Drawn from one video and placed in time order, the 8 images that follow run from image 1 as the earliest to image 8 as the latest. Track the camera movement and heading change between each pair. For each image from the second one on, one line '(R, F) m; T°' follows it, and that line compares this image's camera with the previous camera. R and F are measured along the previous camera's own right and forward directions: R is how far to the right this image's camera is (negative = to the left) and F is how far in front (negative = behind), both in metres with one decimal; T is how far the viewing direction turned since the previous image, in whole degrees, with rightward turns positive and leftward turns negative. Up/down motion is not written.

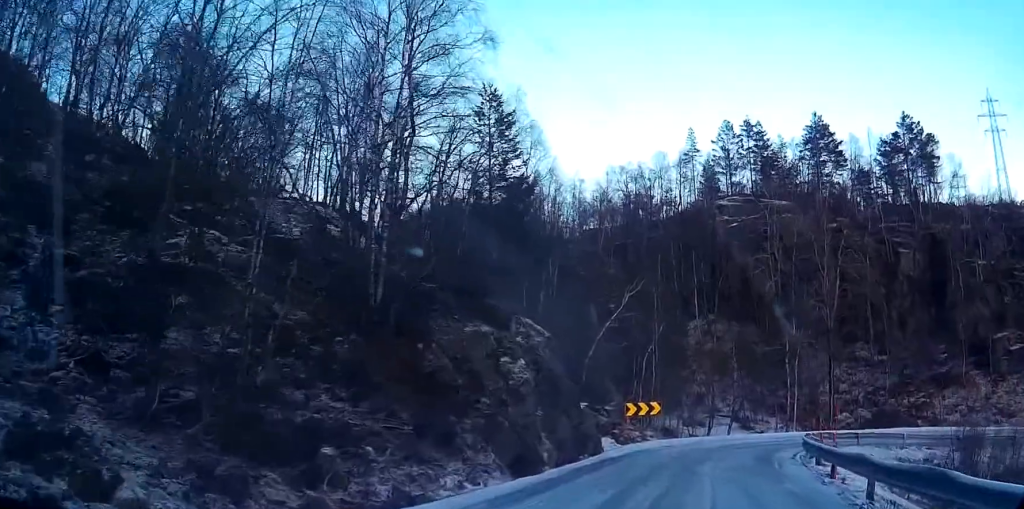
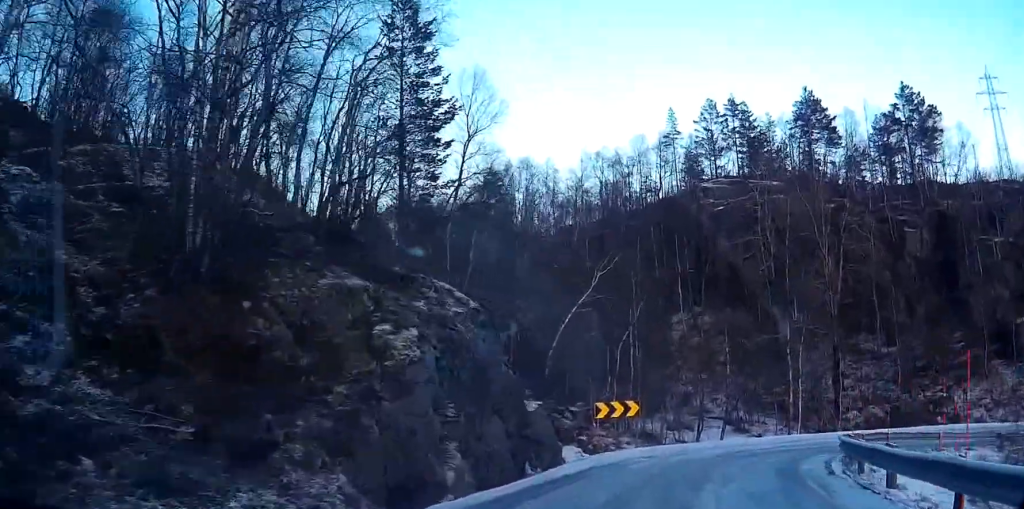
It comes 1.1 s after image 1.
(0.0, +8.0) m; +1°
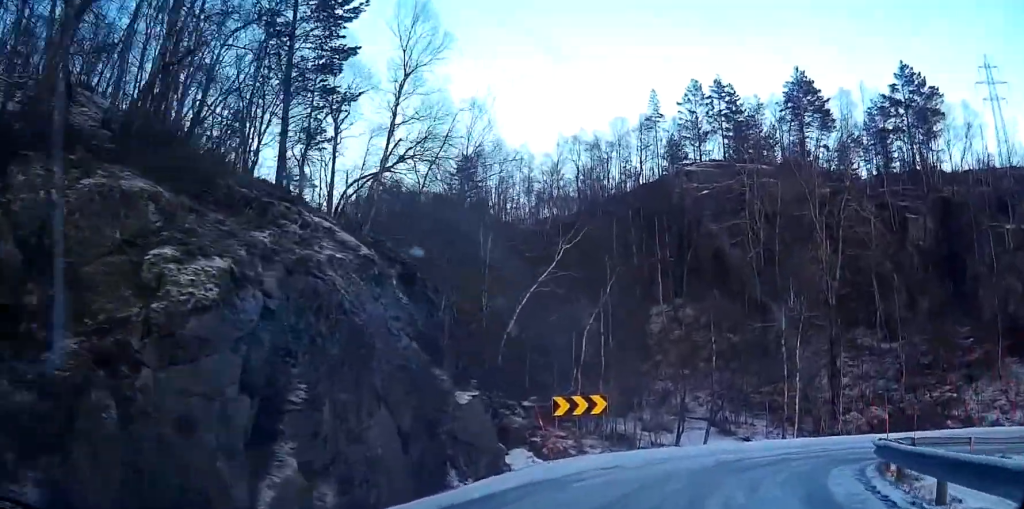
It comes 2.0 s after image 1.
(0.0, +6.1) m; +4°
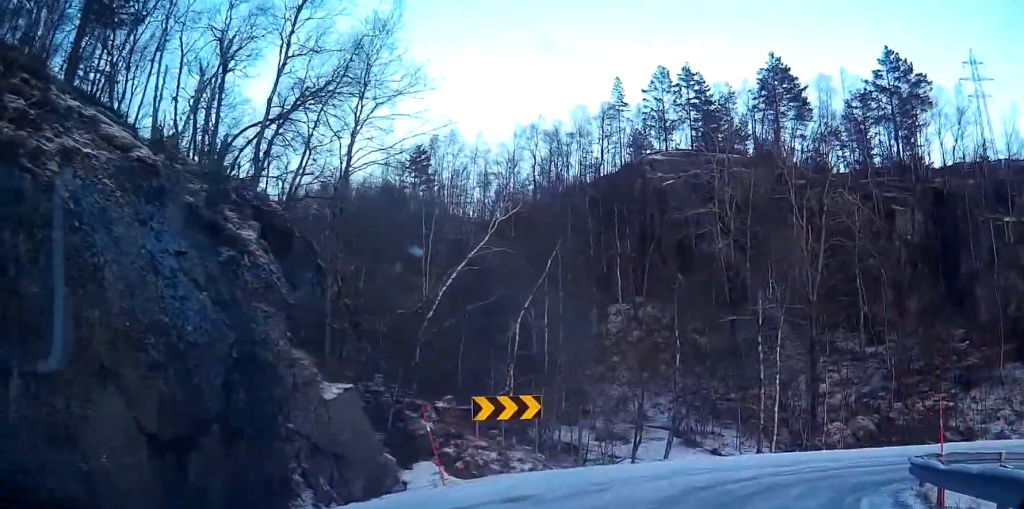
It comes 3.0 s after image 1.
(+0.4, +6.1) m; +6°
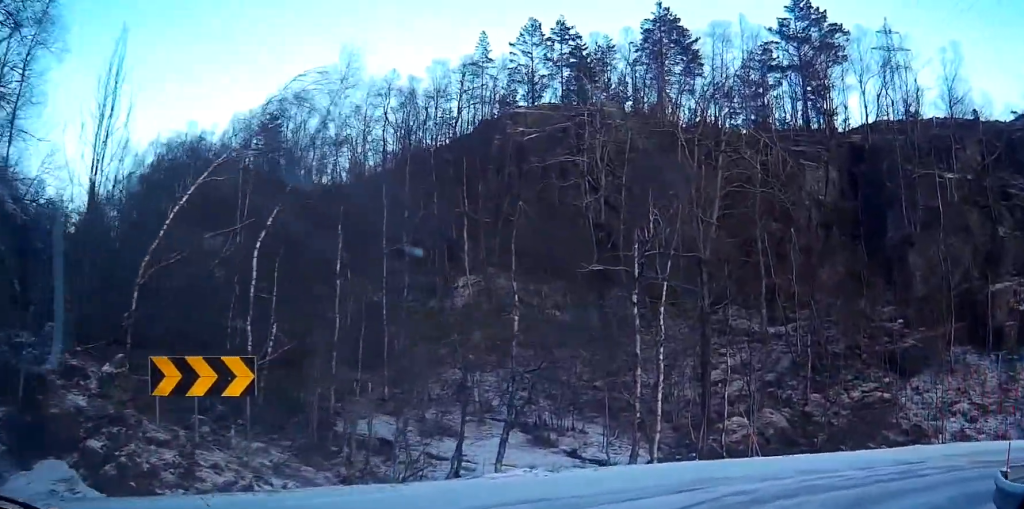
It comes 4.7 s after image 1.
(+0.9, +10.2) m; +17°
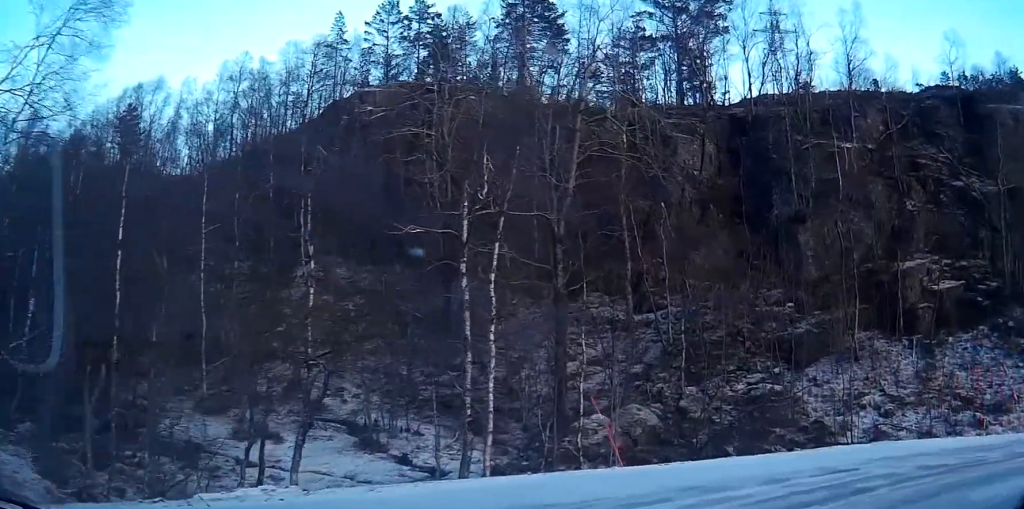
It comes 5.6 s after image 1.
(+0.6, +5.2) m; +18°
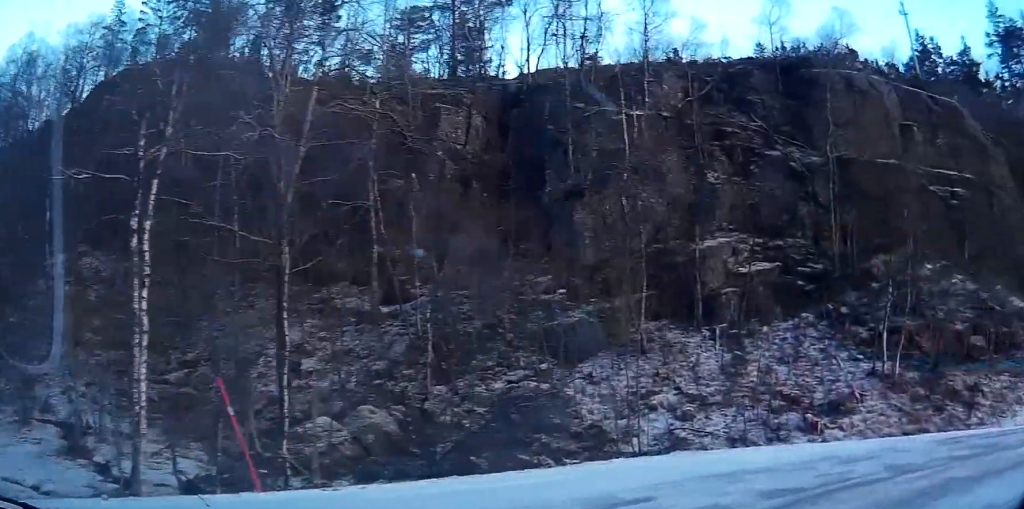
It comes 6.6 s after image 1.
(+1.2, +5.7) m; +19°
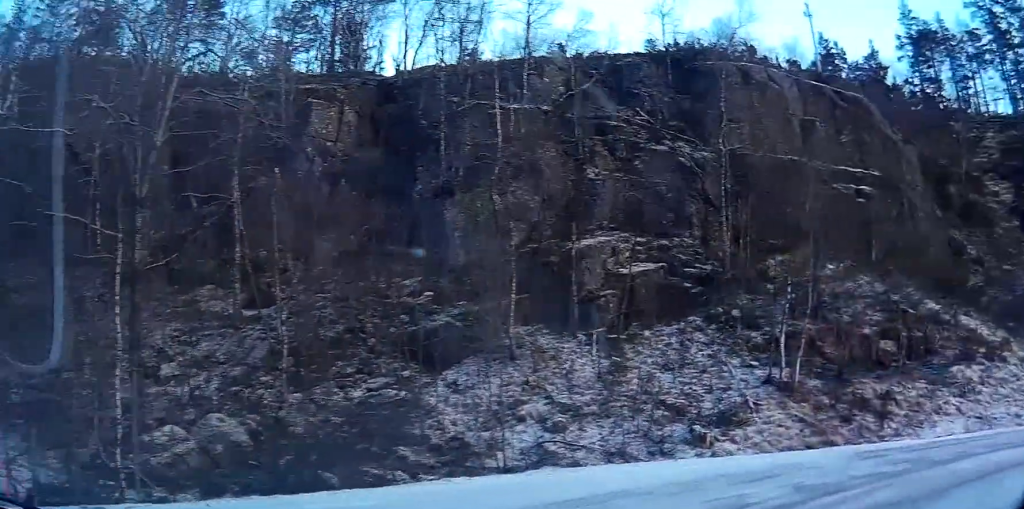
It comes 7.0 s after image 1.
(+0.2, +2.5) m; +6°
